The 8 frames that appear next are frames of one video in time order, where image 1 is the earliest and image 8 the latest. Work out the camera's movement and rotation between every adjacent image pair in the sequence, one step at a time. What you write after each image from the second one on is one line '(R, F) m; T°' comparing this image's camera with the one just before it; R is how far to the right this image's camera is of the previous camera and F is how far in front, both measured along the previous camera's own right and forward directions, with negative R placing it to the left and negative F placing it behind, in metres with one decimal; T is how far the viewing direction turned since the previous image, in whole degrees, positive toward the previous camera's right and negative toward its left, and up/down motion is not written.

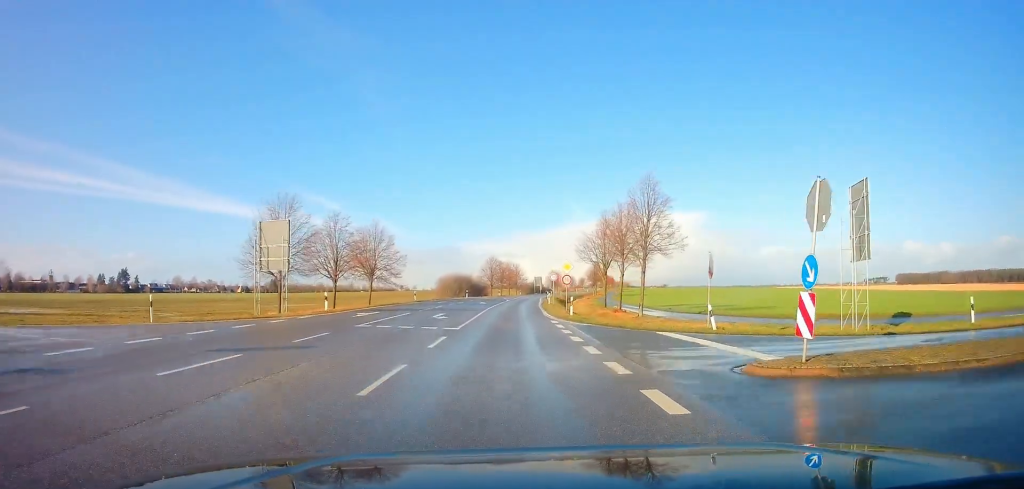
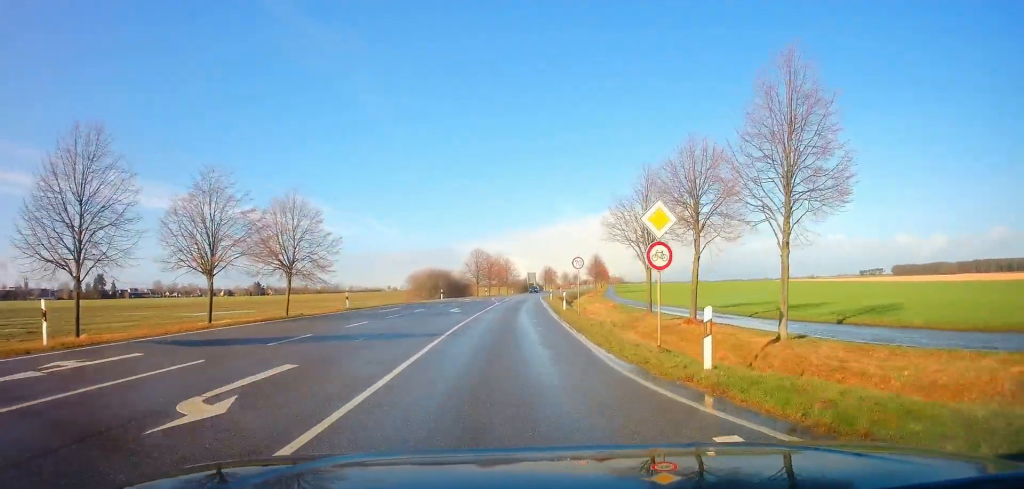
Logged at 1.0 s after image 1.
(+0.2, +20.8) m; +2°
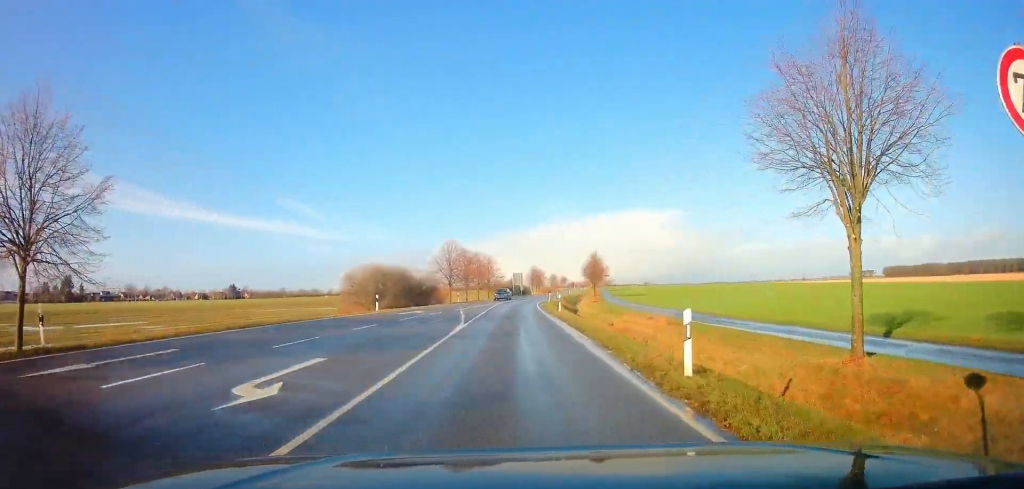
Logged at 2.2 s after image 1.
(+0.4, +23.6) m; +1°
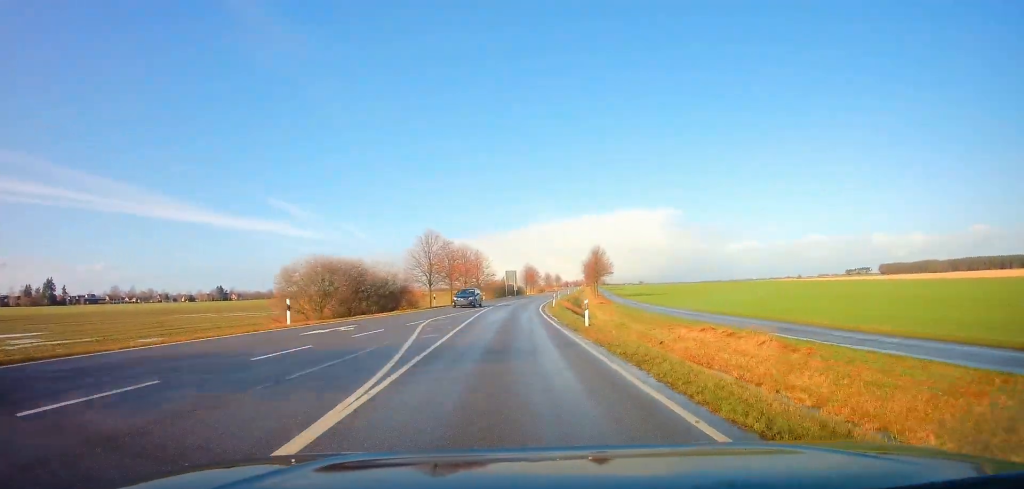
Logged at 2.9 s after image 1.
(-0.2, +13.9) m; +1°
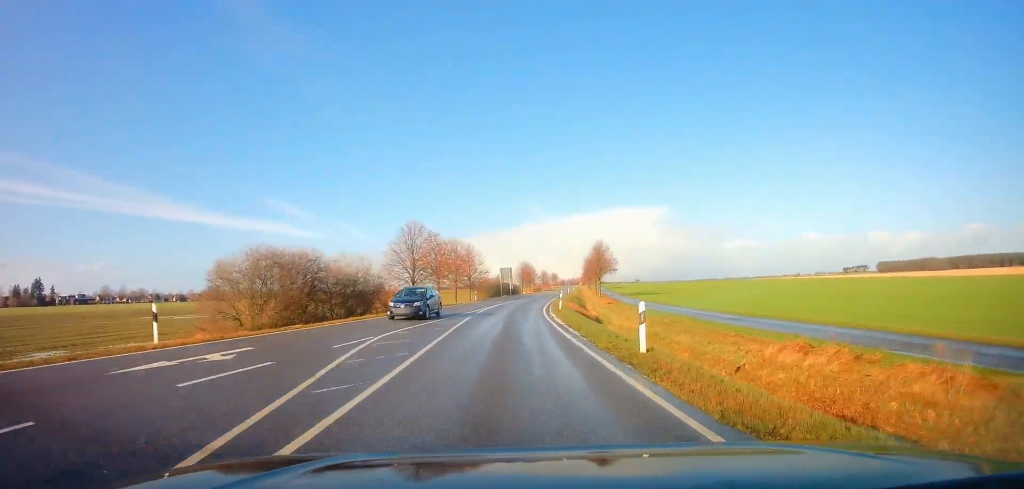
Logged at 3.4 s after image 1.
(0.0, +8.9) m; +1°
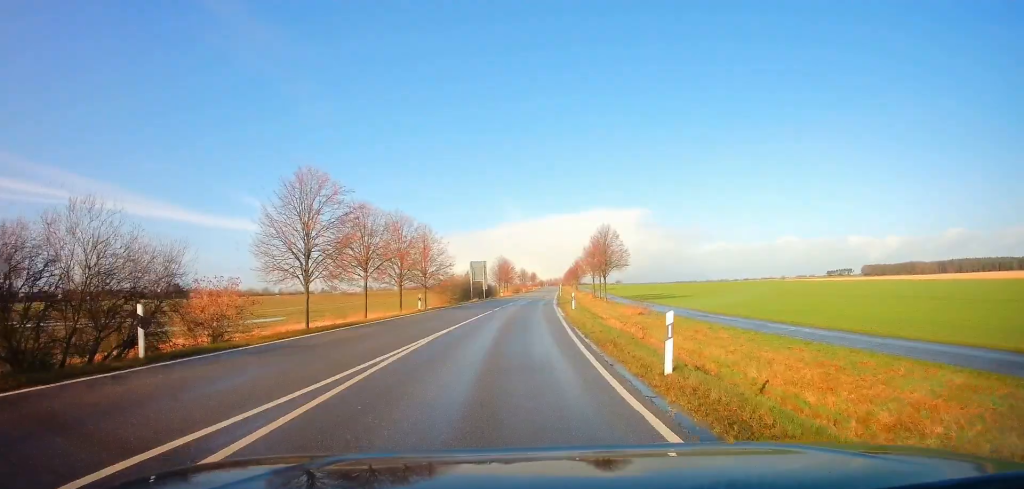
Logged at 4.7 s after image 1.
(+1.2, +26.8) m; +4°
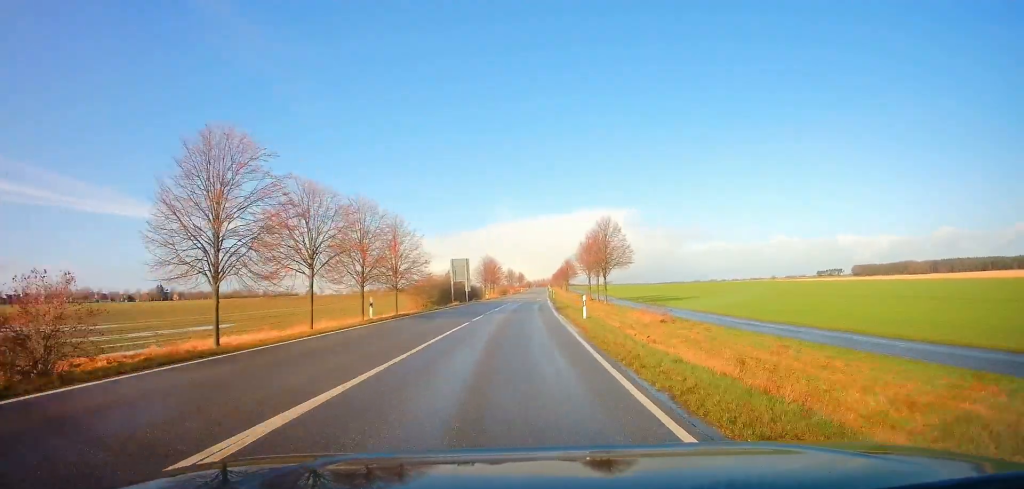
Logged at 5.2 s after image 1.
(0.0, +9.6) m; +1°
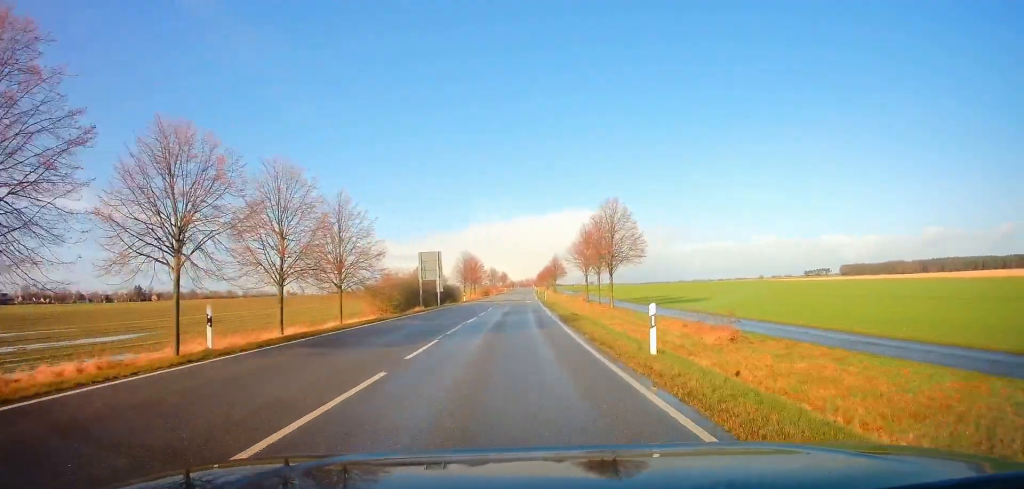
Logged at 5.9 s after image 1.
(+0.3, +13.3) m; +1°
